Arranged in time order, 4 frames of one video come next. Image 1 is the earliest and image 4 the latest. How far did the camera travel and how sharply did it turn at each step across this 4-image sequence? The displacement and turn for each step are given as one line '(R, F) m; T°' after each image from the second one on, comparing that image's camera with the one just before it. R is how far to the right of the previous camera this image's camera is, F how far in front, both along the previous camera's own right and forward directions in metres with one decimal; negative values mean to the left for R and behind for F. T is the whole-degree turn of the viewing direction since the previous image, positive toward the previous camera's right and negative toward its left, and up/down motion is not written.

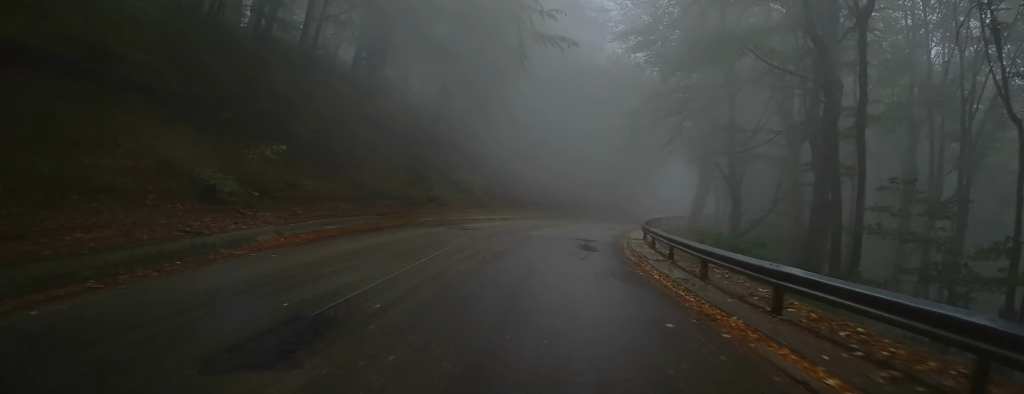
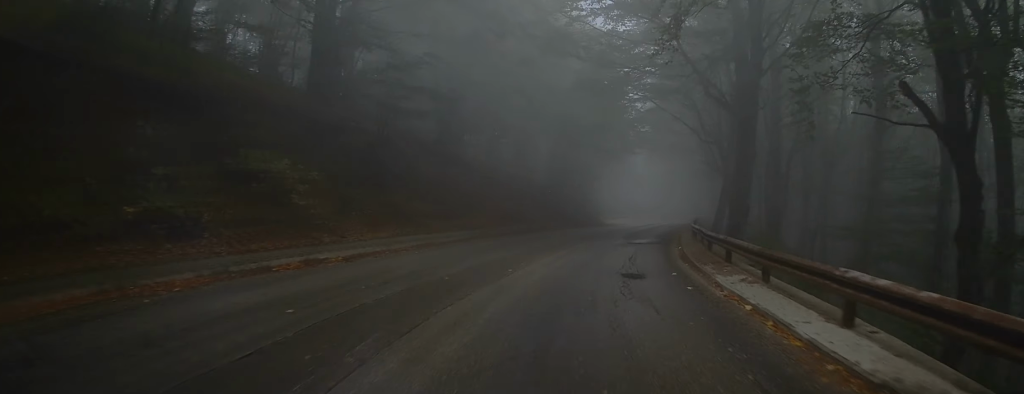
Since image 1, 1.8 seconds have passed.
(+1.1, +20.4) m; +5°
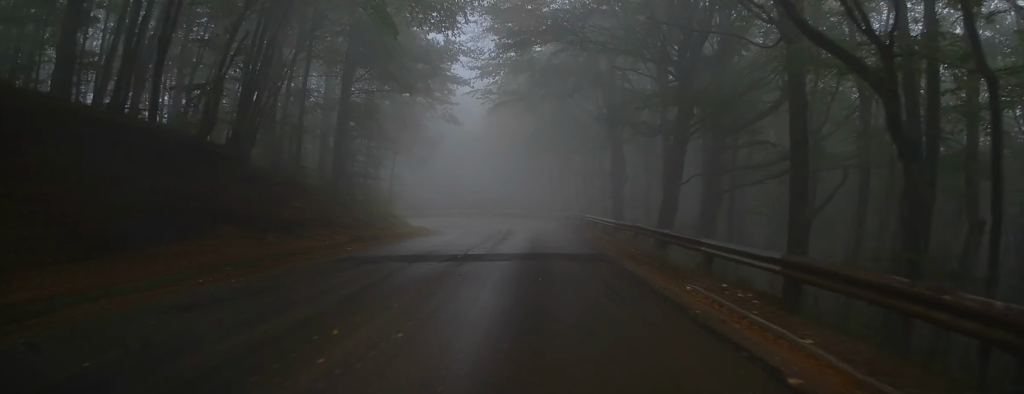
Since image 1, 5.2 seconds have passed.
(+3.3, +36.9) m; +10°
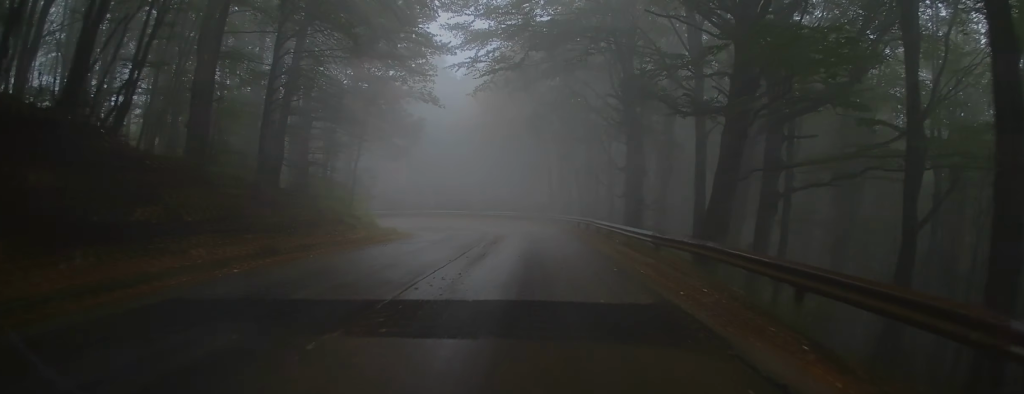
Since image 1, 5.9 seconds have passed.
(+0.2, +7.2) m; +1°
